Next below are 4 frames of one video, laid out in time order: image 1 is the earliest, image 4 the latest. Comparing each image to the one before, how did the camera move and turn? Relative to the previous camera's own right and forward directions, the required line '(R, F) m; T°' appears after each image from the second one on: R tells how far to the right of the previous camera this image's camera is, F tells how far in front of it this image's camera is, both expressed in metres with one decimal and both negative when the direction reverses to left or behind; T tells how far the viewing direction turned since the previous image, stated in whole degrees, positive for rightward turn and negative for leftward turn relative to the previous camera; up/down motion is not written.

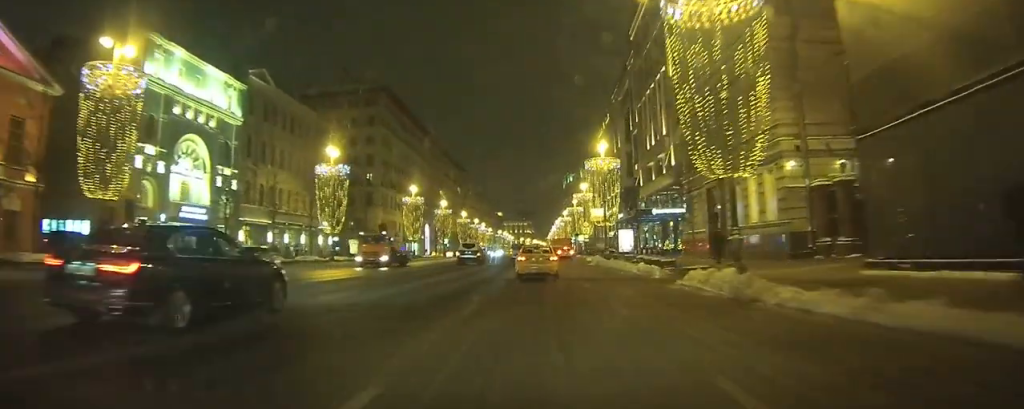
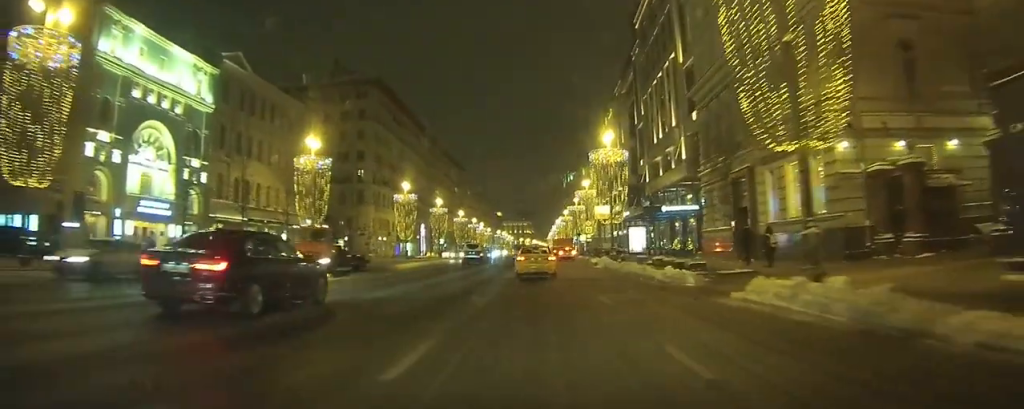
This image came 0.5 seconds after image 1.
(0.0, +5.4) m; 0°
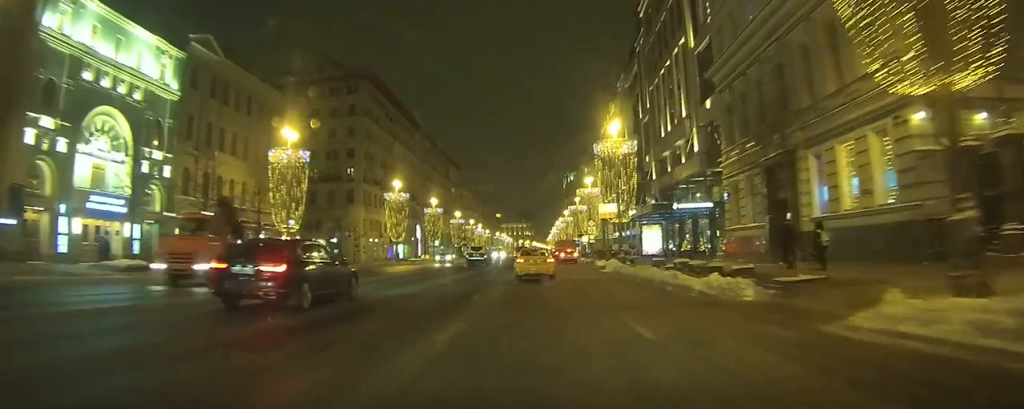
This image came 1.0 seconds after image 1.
(0.0, +5.5) m; 0°
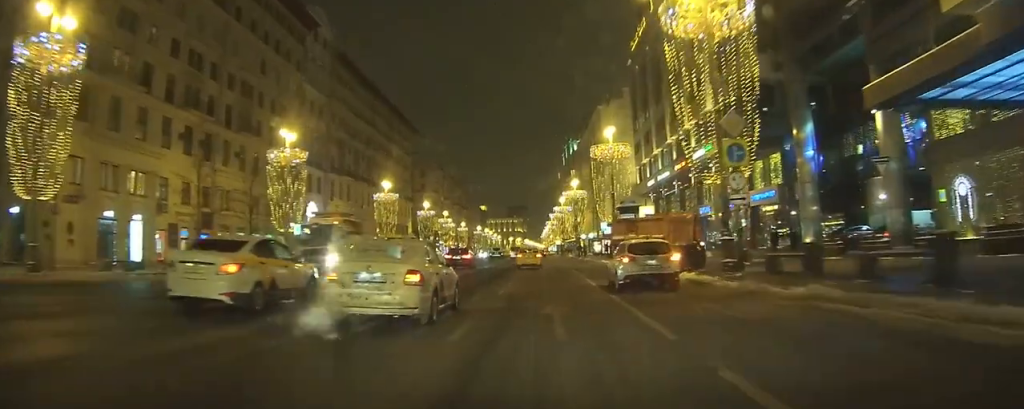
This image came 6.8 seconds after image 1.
(+0.3, +66.4) m; 0°
